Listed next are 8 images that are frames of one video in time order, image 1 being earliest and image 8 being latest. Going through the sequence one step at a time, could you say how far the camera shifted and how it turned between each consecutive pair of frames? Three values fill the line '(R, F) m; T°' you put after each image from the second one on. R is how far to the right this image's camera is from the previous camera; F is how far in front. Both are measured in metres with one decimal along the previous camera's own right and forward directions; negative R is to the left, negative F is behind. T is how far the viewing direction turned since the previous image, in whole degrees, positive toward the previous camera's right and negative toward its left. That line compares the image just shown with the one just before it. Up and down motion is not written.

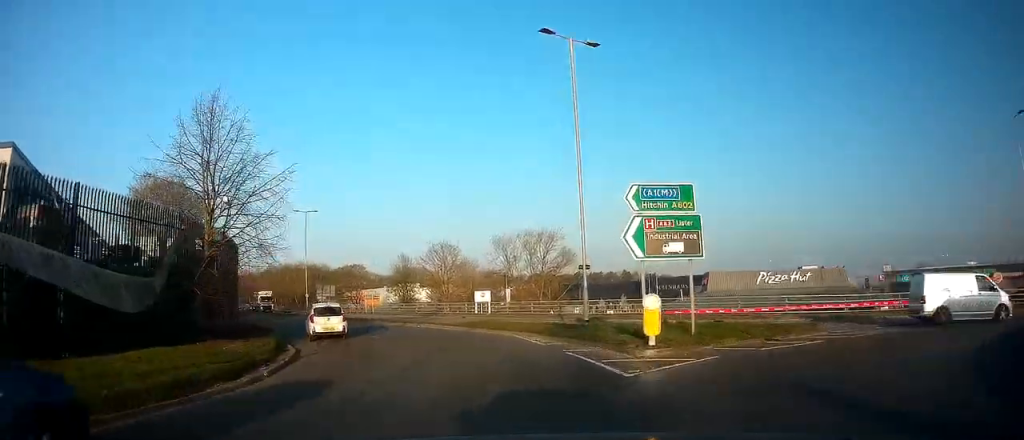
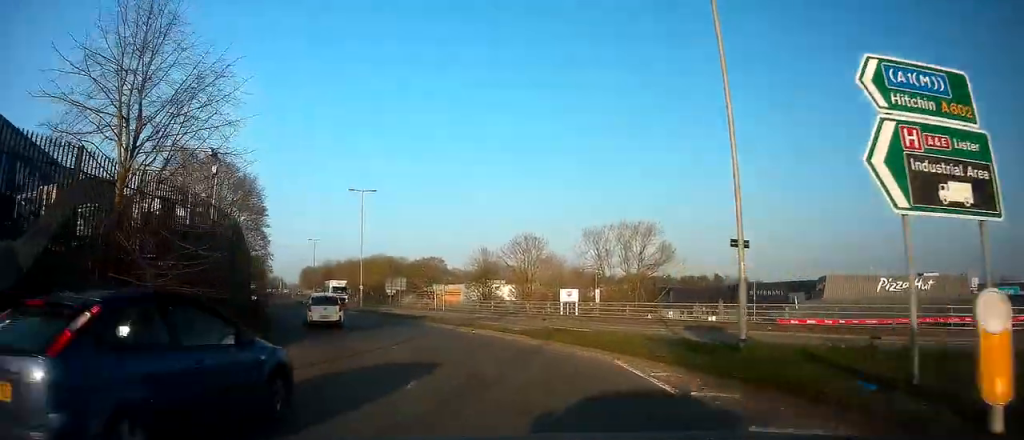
(+0.2, +8.2) m; -2°
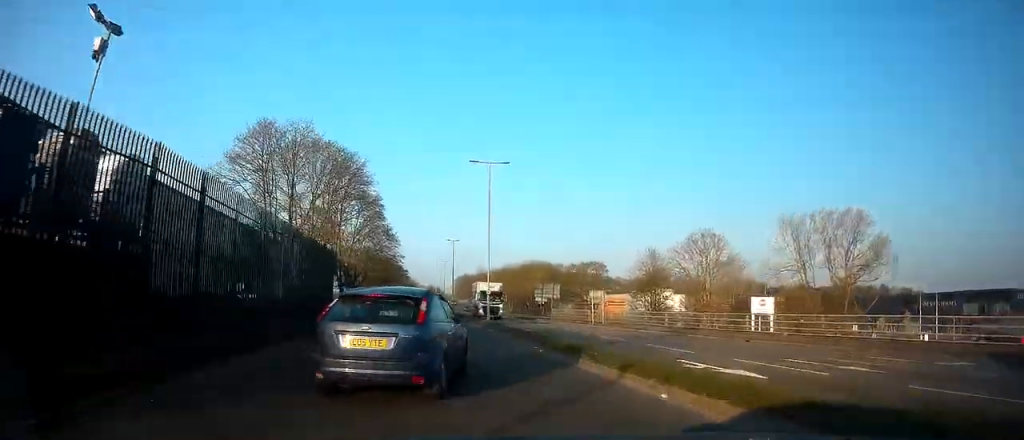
(-0.7, +12.5) m; -5°
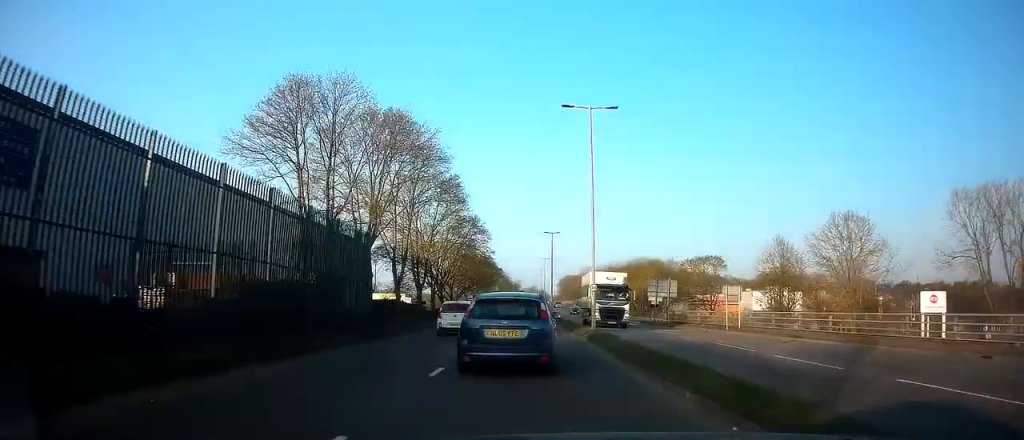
(-0.4, +10.6) m; -4°
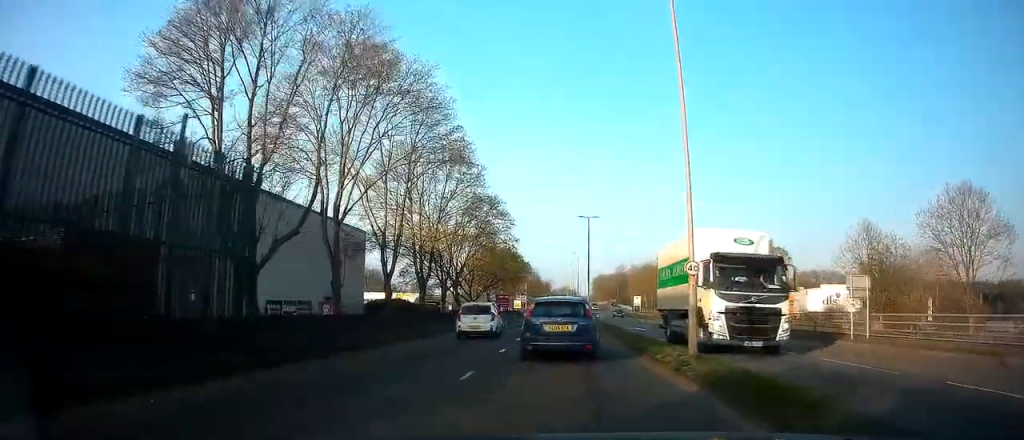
(-0.5, +11.7) m; -4°
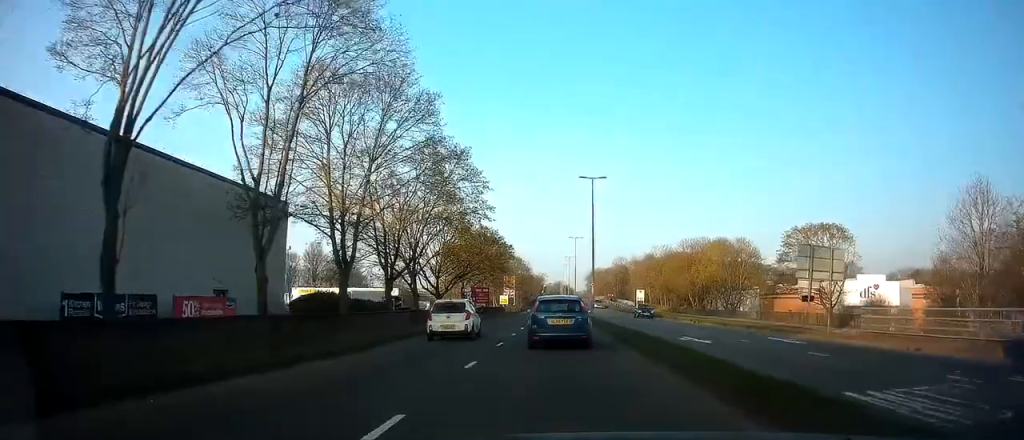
(-0.7, +15.9) m; -3°
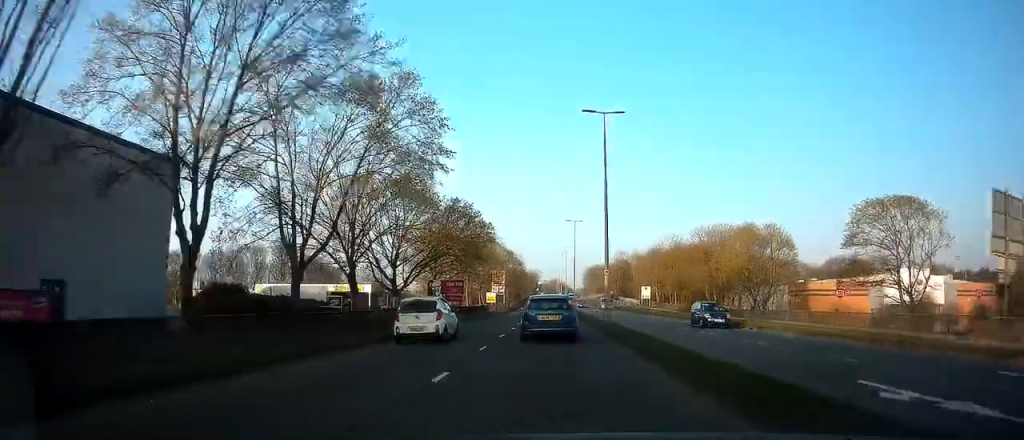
(-0.2, +13.4) m; -1°
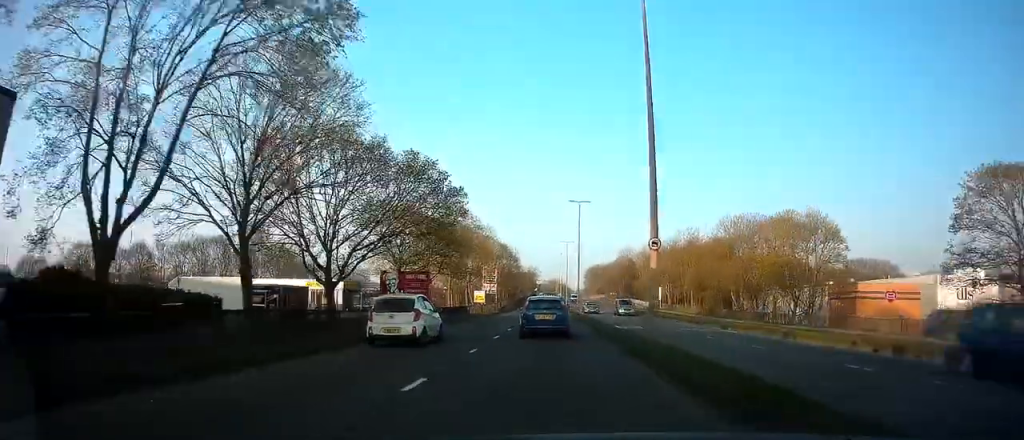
(+0.2, +13.2) m; -3°
